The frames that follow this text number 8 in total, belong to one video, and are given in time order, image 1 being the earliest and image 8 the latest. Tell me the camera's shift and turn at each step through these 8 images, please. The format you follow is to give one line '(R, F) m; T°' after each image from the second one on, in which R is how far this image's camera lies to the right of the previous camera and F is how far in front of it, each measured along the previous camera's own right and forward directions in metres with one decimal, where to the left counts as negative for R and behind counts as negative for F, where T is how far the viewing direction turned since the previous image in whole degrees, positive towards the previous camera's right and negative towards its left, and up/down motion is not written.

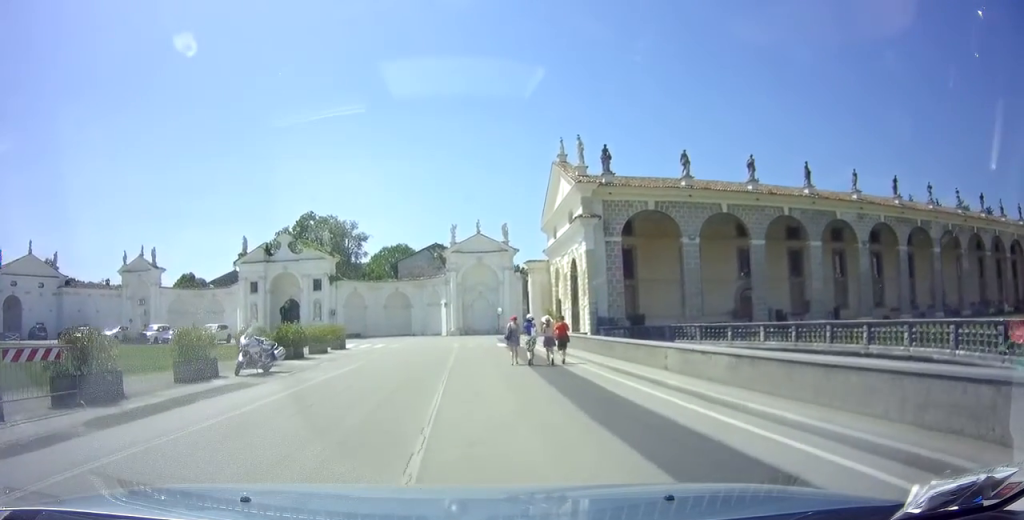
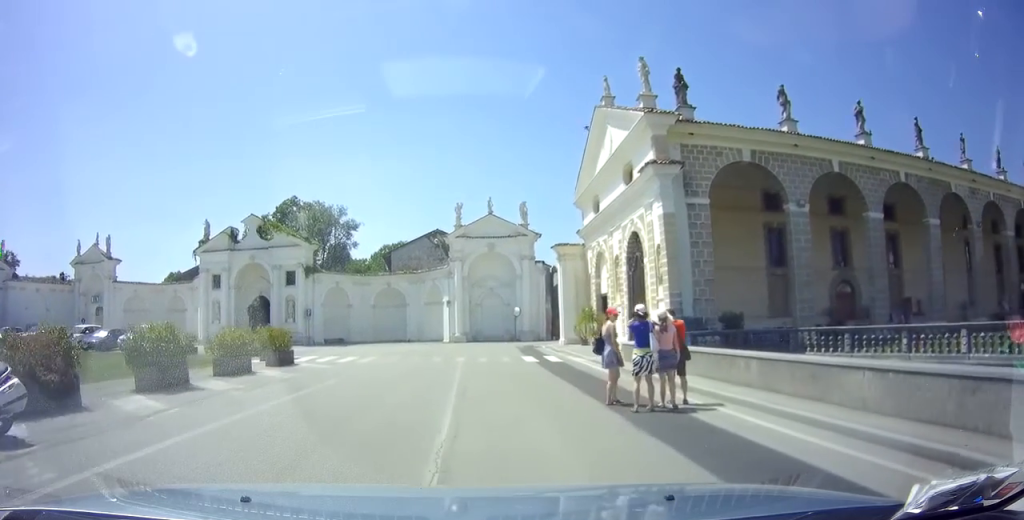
(0.0, +12.5) m; 0°
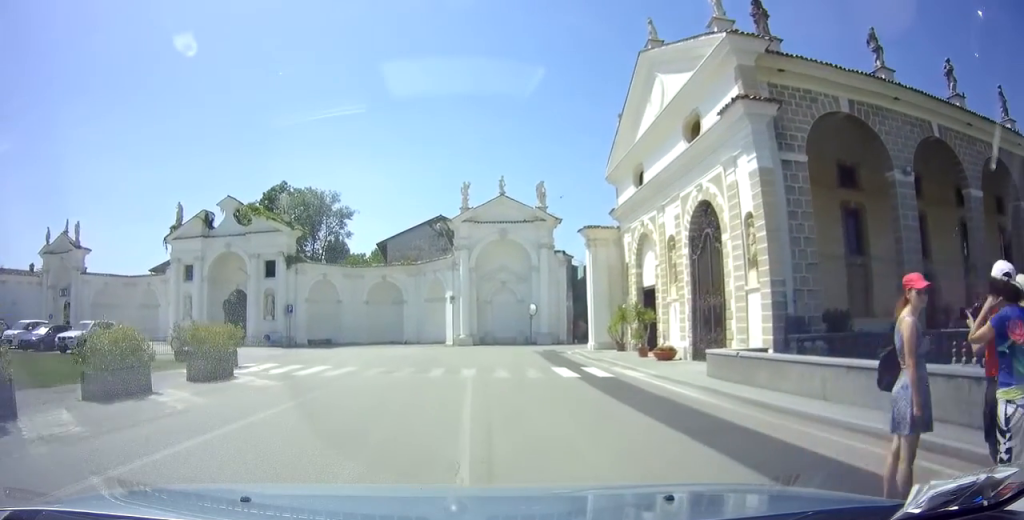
(0.0, +7.0) m; 0°
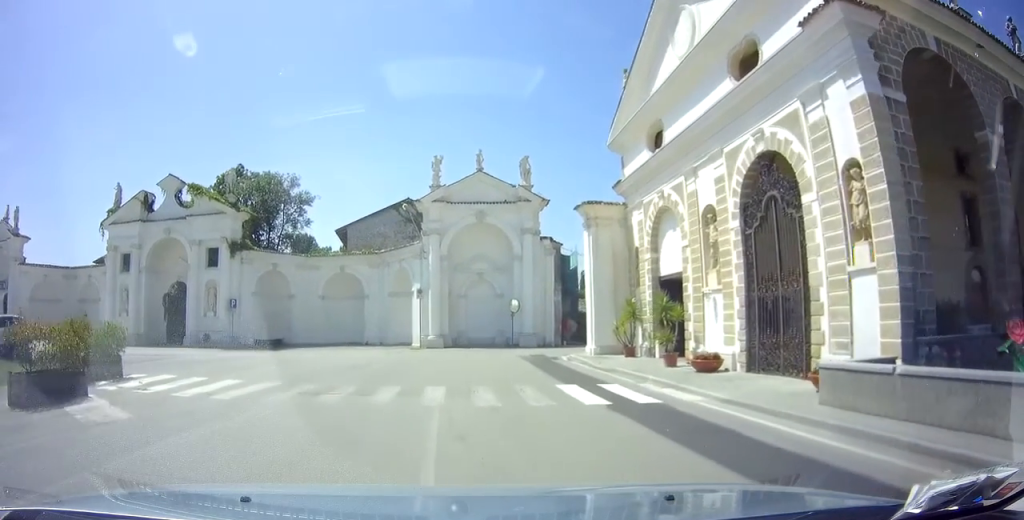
(0.0, +5.3) m; +3°
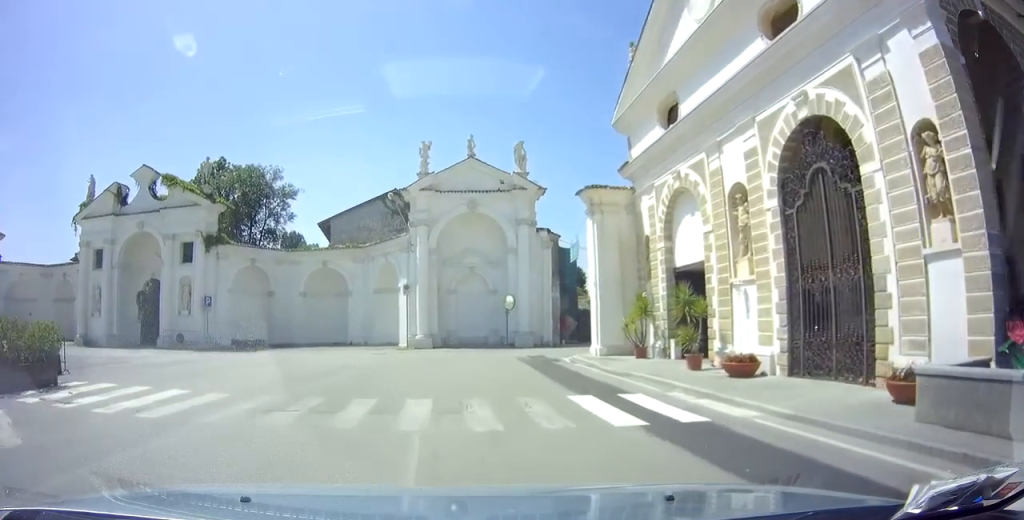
(-0.1, +2.2) m; +2°
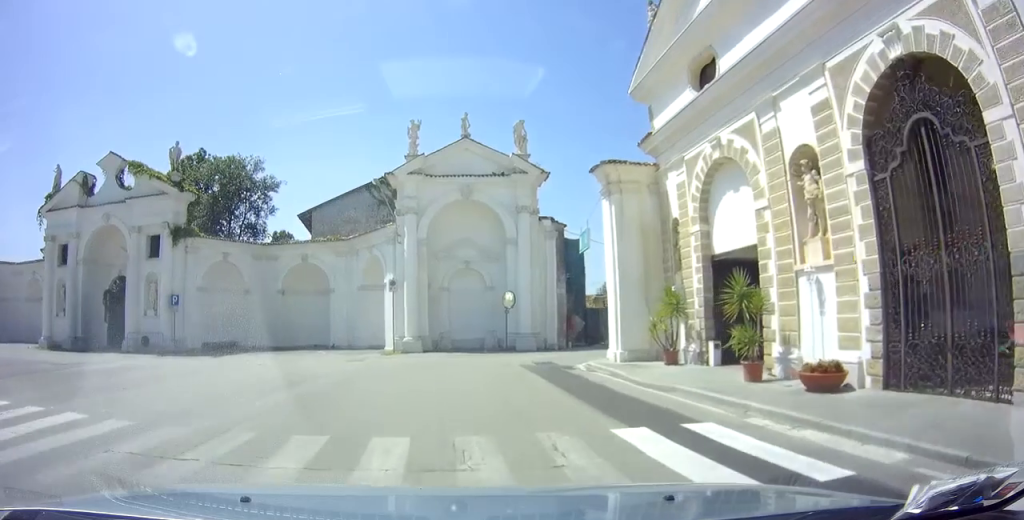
(+0.3, +3.0) m; 0°
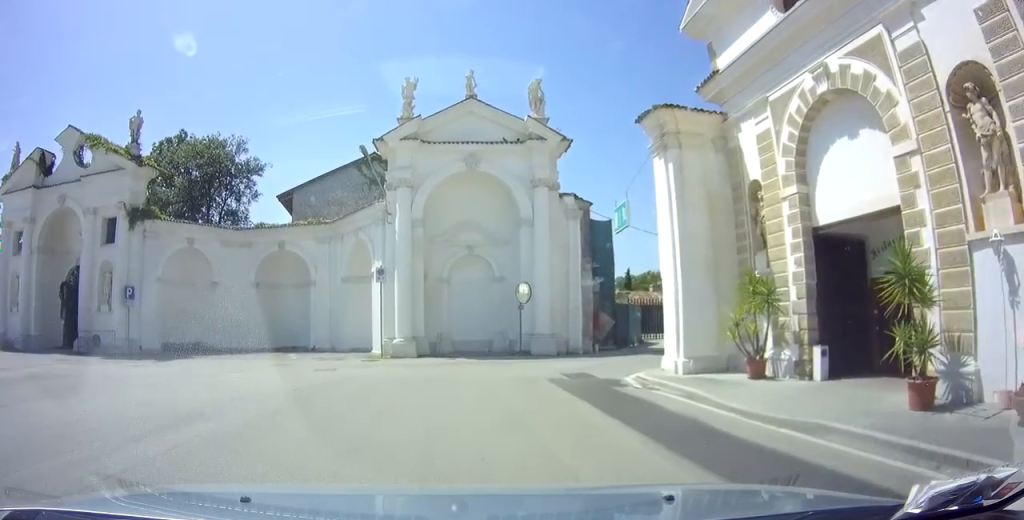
(-0.1, +4.4) m; +1°
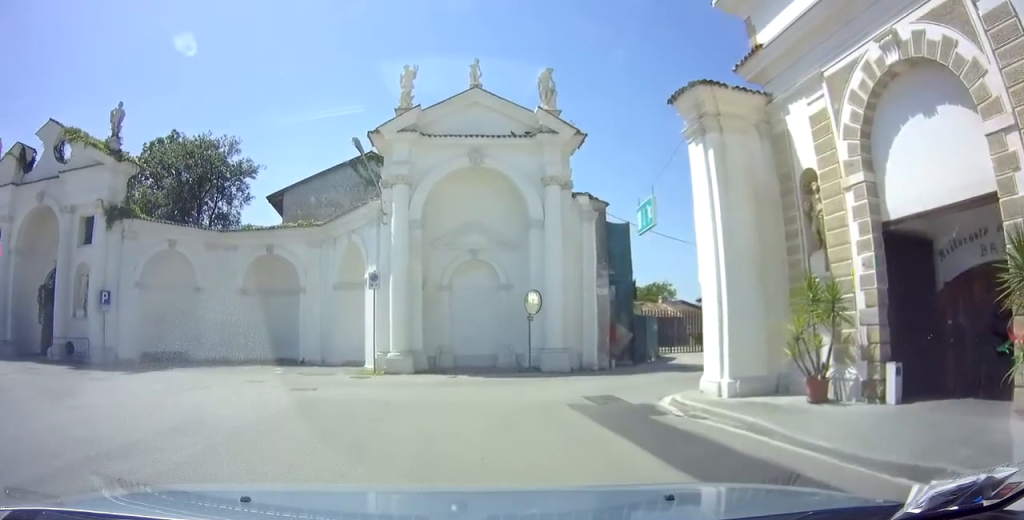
(-0.1, +2.1) m; +3°
